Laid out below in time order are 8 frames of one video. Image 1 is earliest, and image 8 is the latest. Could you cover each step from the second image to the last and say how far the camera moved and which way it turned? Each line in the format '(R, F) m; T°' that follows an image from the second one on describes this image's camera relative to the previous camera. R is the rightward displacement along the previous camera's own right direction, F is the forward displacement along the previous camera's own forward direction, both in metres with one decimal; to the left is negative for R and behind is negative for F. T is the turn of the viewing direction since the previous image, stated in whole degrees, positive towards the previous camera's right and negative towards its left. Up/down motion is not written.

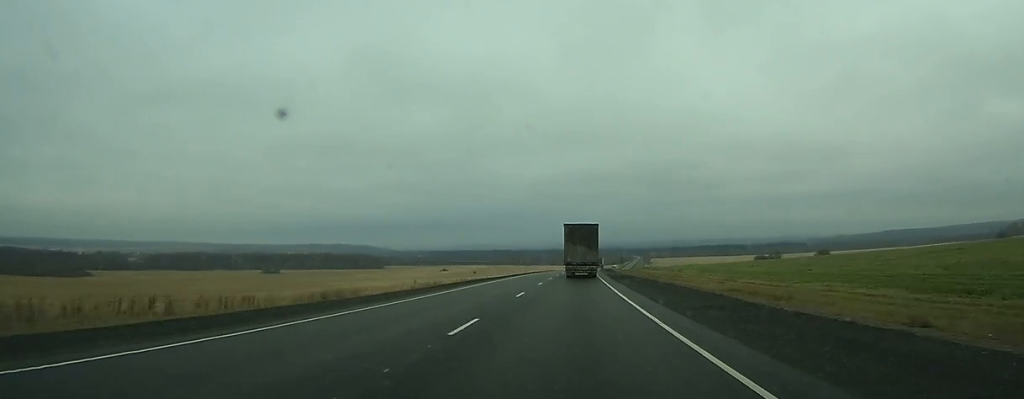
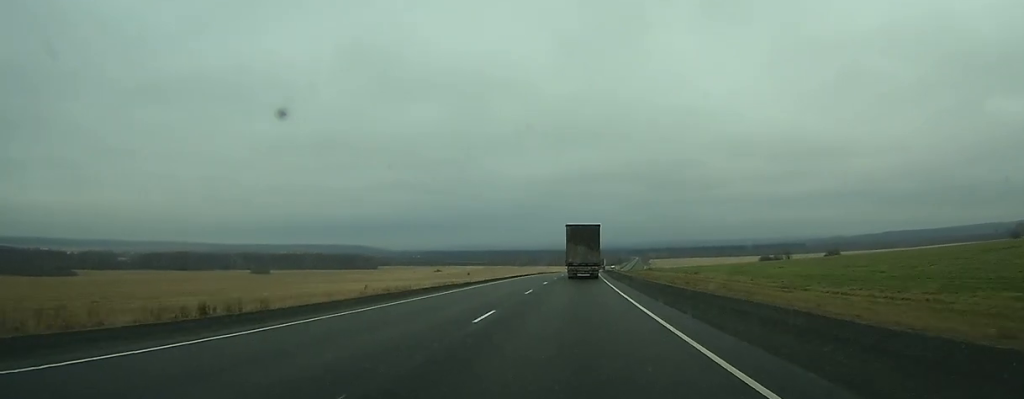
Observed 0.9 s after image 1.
(0.0, +21.2) m; 0°
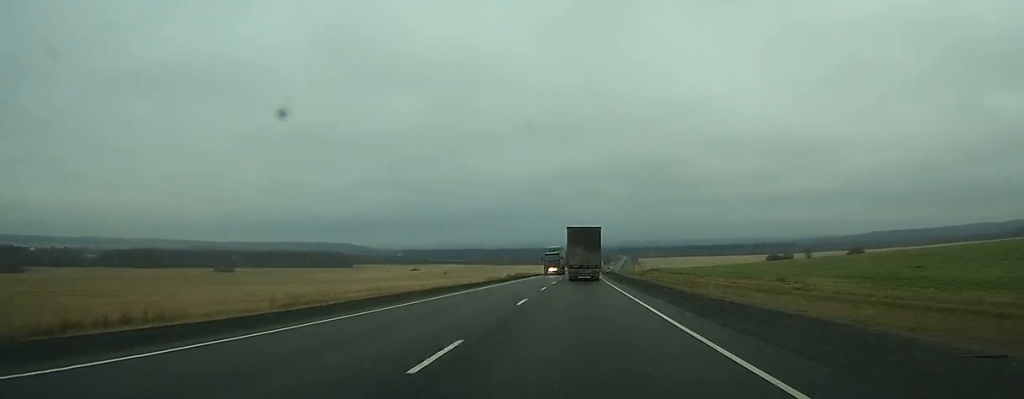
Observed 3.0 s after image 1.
(+0.5, +56.4) m; +1°
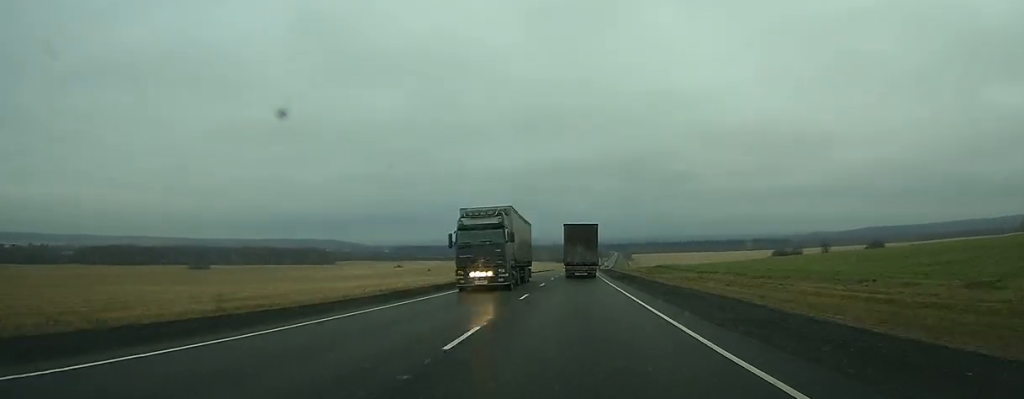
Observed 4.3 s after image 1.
(+0.4, +35.5) m; +1°
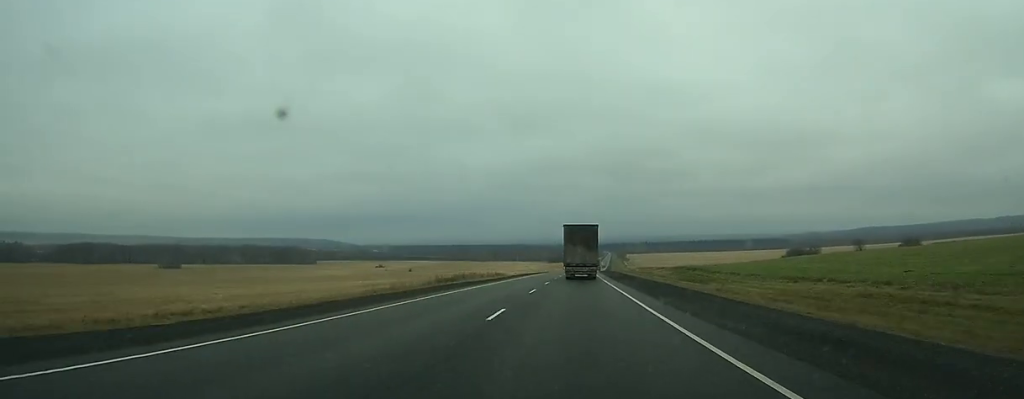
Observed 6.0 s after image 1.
(+0.5, +43.7) m; +1°
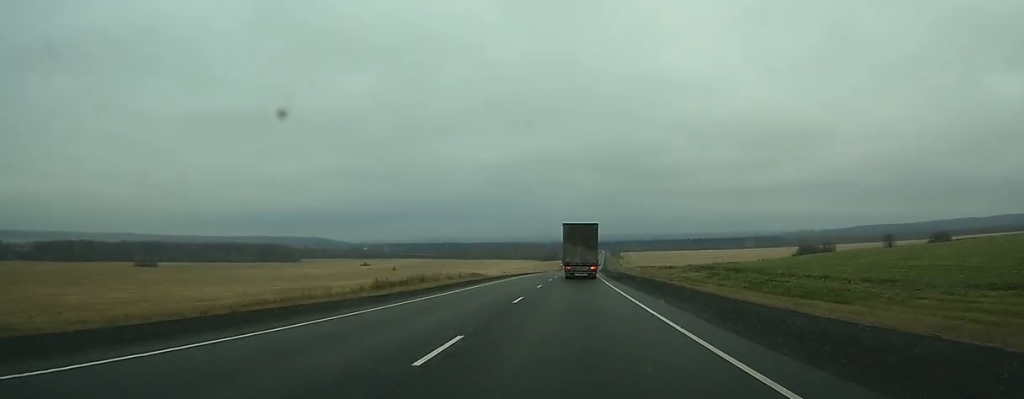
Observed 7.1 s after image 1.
(+0.2, +29.4) m; +1°
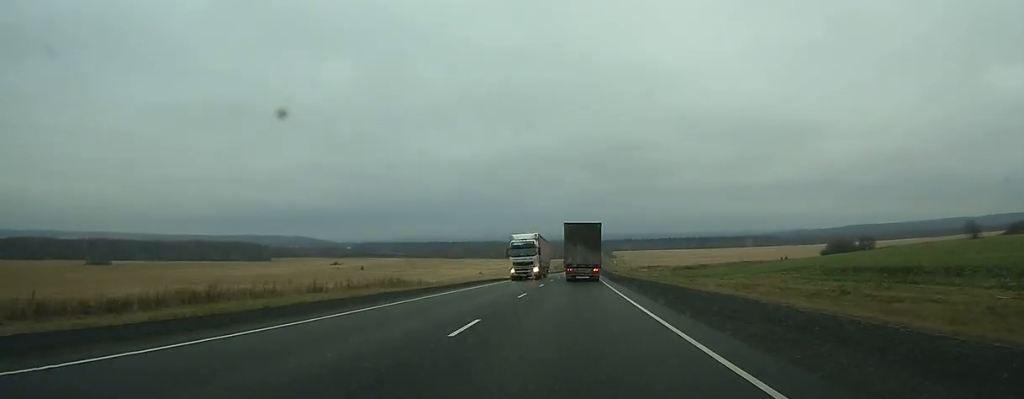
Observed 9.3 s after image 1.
(+0.5, +55.0) m; +1°
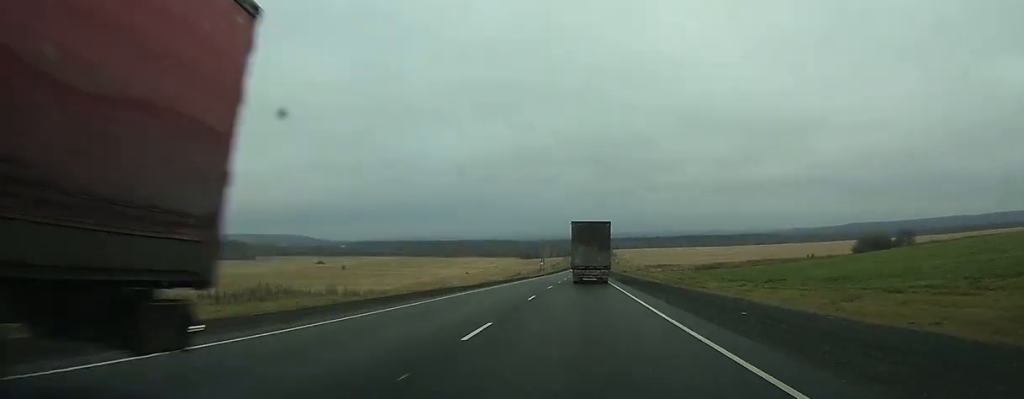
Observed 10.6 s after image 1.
(+0.2, +34.7) m; +1°
